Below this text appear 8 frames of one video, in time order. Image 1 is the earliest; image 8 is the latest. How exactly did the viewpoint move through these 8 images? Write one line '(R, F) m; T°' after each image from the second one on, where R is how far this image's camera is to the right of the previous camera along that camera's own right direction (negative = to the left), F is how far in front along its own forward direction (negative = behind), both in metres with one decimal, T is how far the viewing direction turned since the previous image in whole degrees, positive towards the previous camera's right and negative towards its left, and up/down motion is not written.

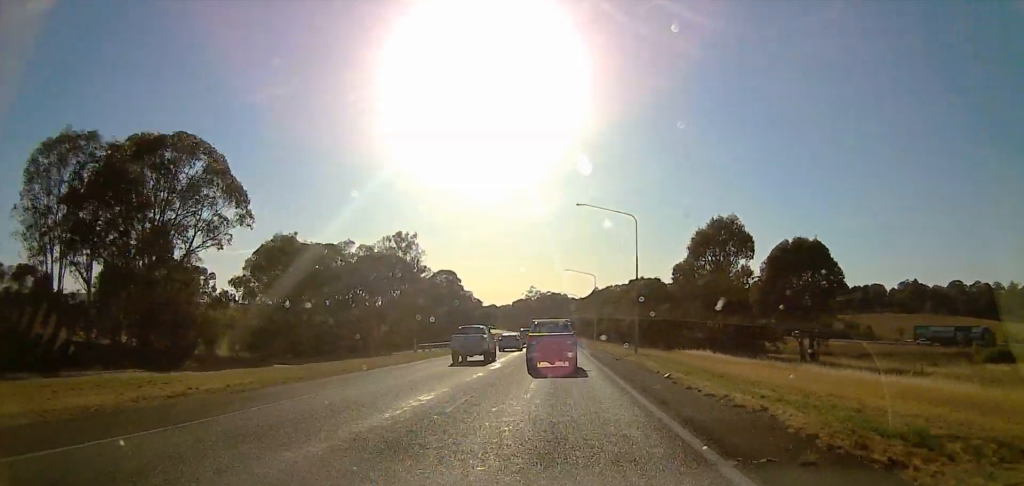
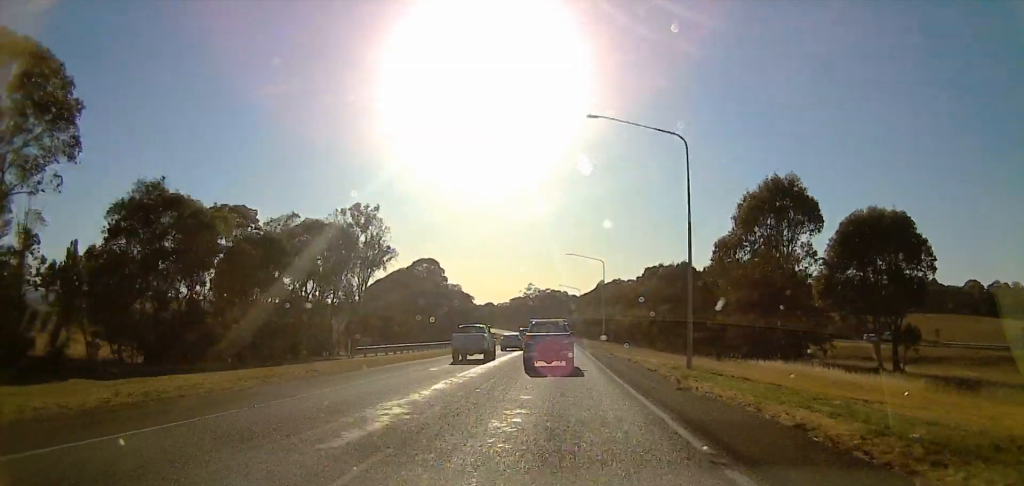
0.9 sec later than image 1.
(0.0, +19.9) m; 0°
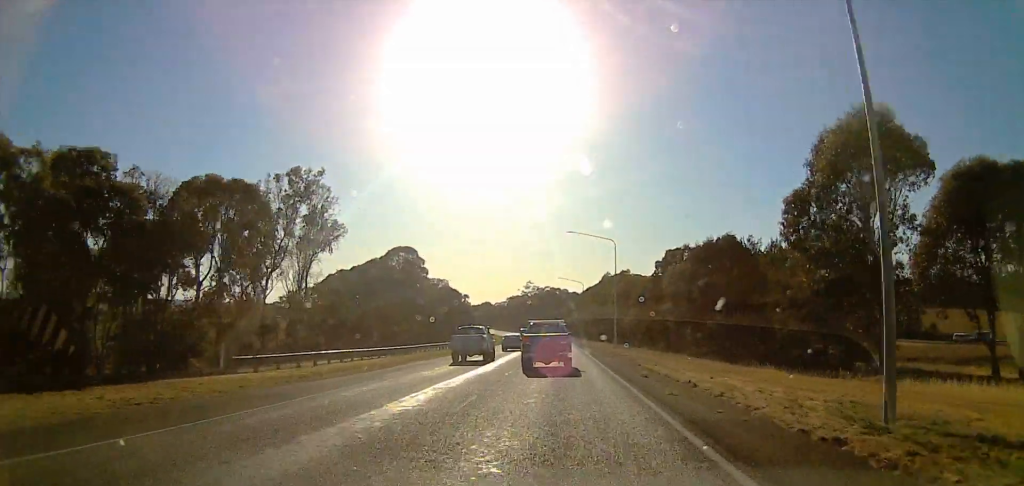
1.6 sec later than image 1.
(0.0, +17.5) m; 0°
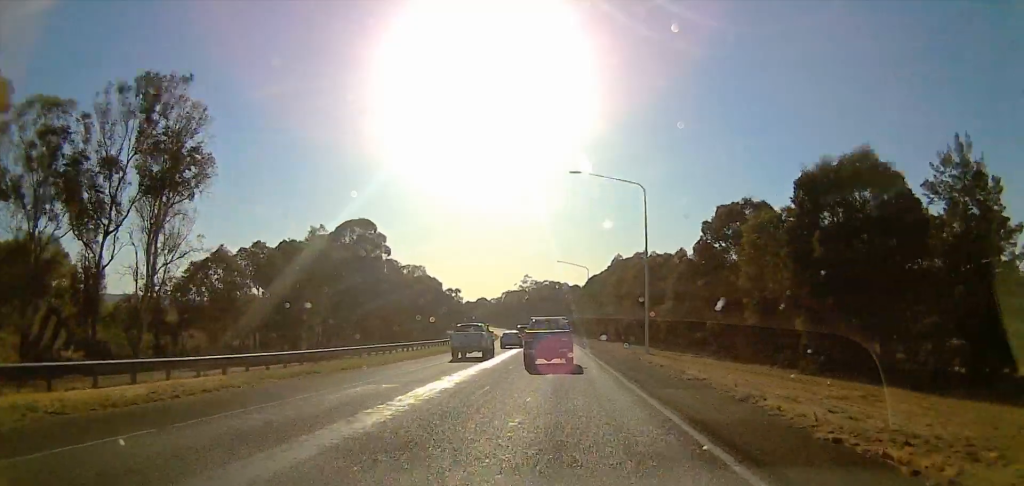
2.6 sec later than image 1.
(0.0, +25.1) m; 0°
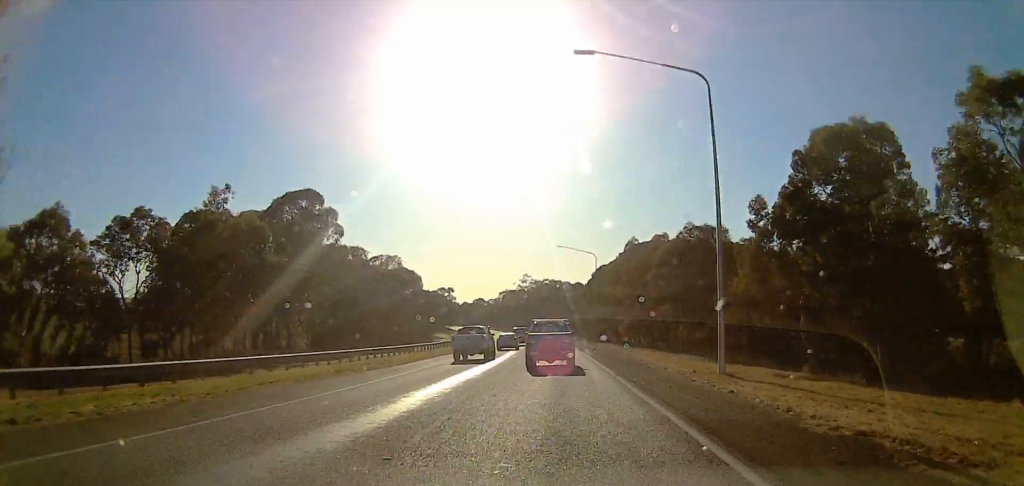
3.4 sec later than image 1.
(+0.1, +18.0) m; 0°
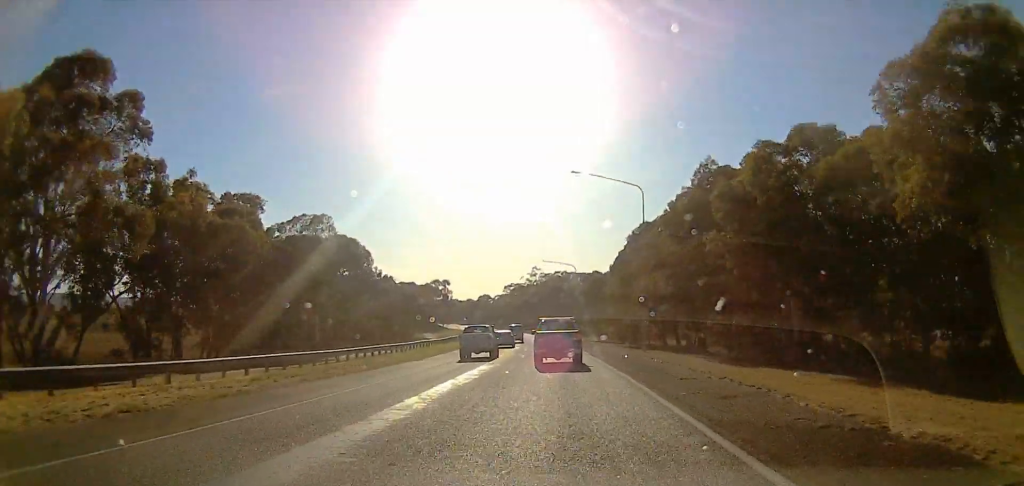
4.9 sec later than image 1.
(0.0, +33.2) m; -1°
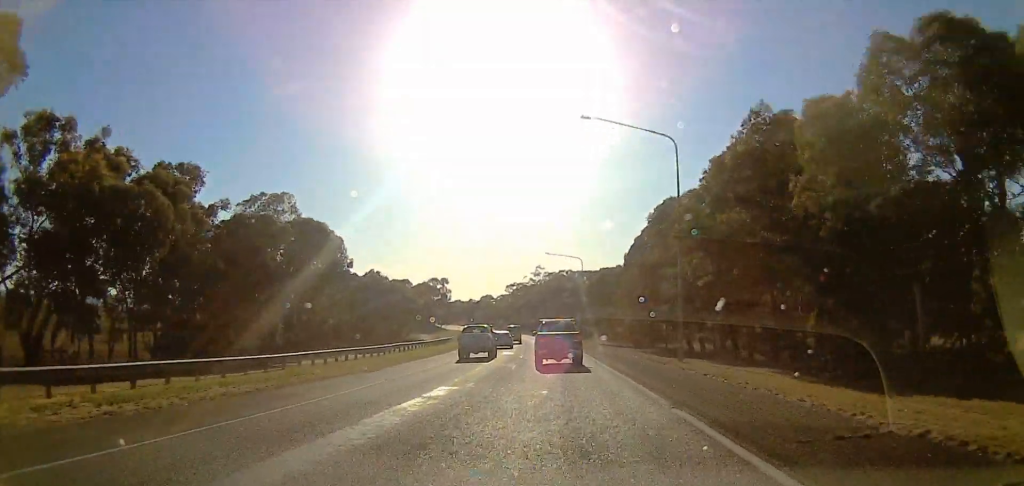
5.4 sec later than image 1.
(+0.1, +10.8) m; -1°
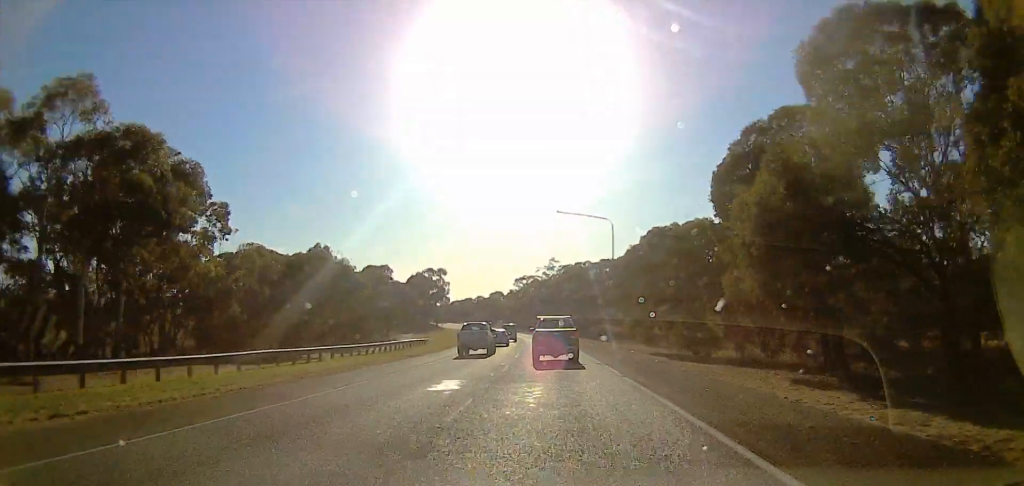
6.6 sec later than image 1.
(-0.8, +26.6) m; -3°
